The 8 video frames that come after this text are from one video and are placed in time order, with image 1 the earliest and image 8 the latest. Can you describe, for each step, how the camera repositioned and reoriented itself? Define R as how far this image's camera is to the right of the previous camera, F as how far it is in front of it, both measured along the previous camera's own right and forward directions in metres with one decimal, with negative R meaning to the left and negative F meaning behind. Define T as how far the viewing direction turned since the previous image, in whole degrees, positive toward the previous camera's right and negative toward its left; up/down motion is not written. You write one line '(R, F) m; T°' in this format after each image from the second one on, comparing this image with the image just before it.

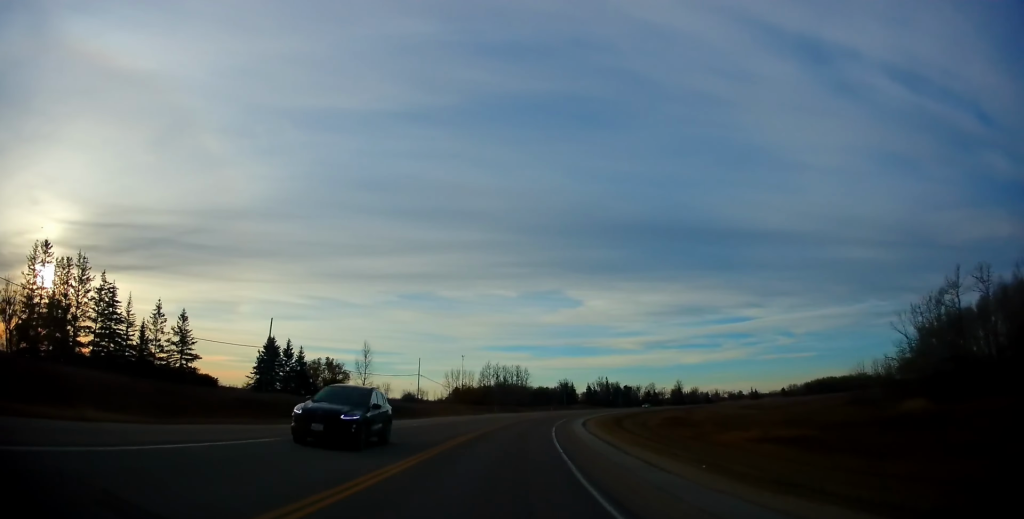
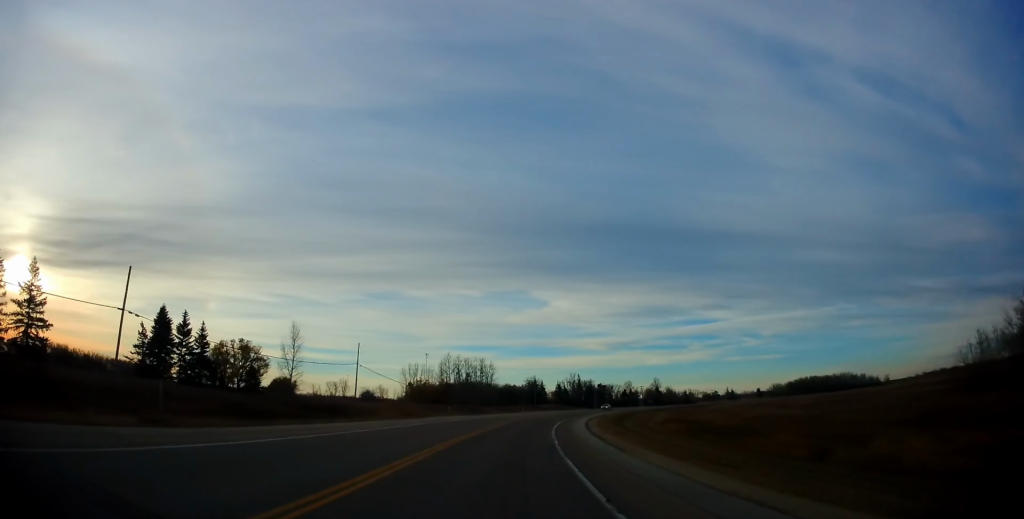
(+0.8, +26.7) m; +5°
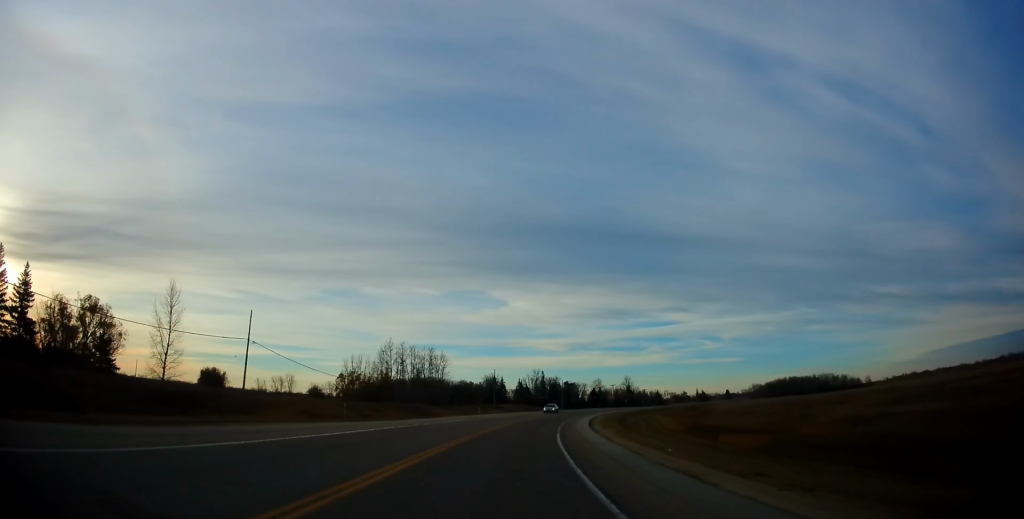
(+2.2, +30.0) m; +7°
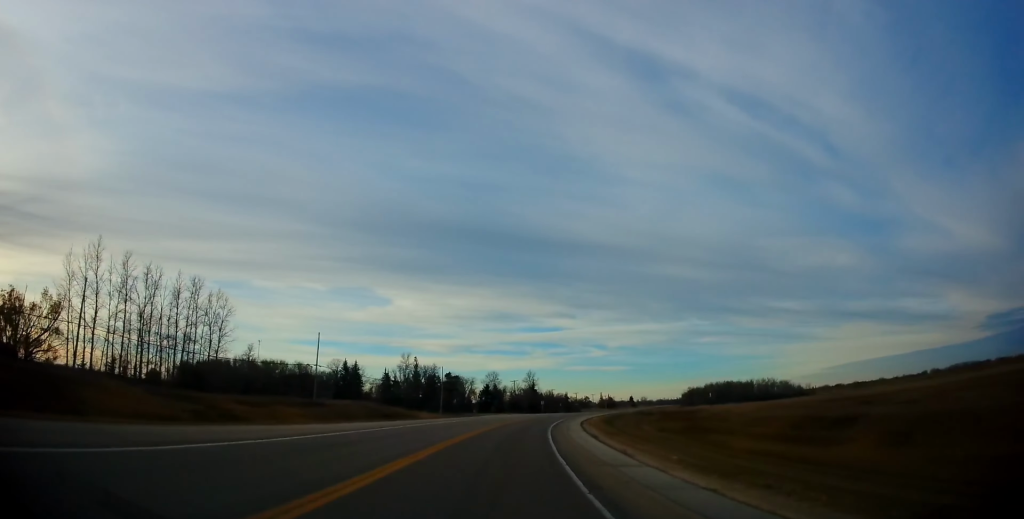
(+9.2, +76.5) m; +12°
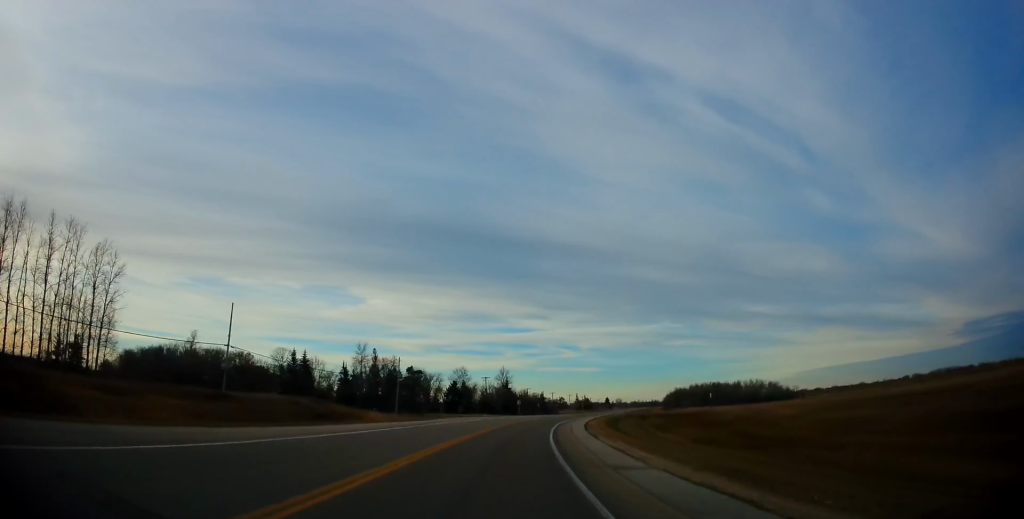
(+0.4, +23.3) m; +3°
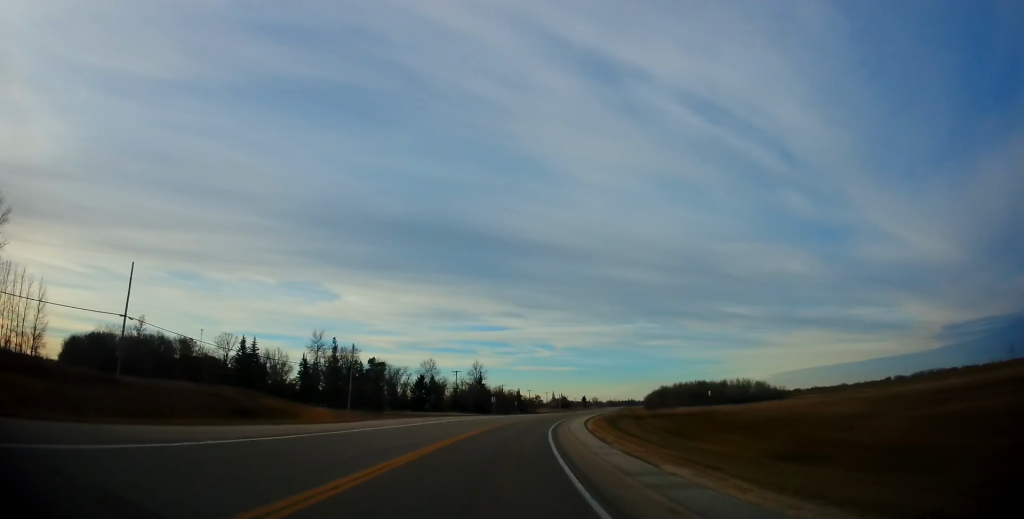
(+0.2, +17.4) m; +3°
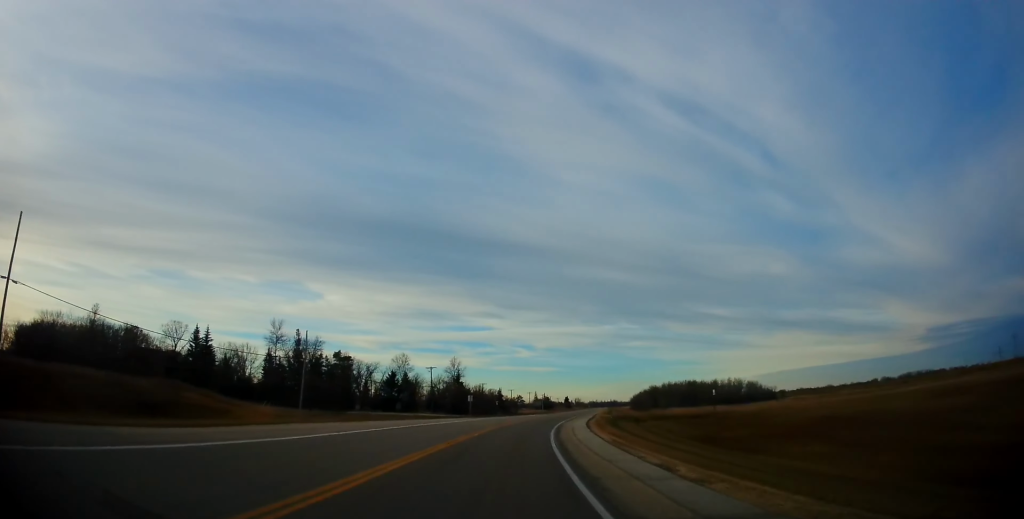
(+0.5, +14.6) m; +2°
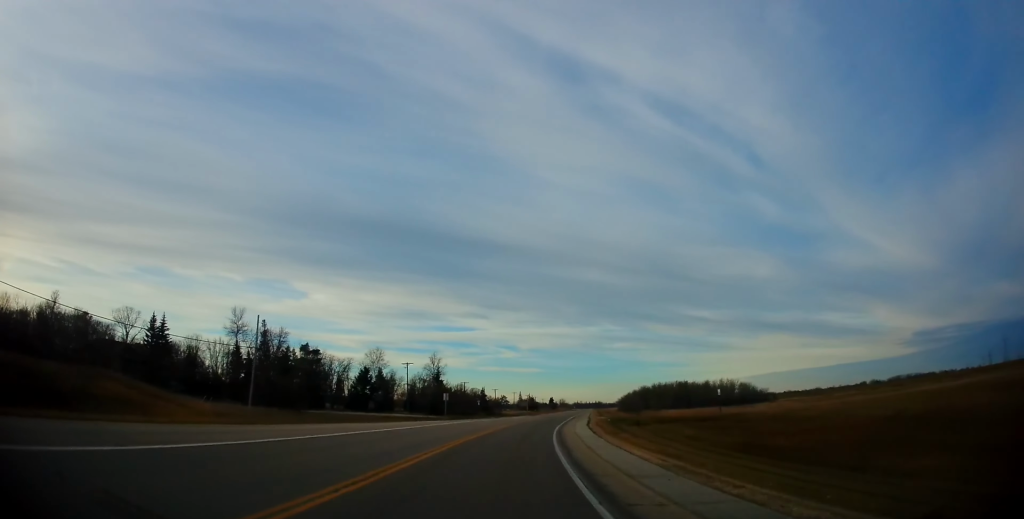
(0.0, +11.9) m; +2°
